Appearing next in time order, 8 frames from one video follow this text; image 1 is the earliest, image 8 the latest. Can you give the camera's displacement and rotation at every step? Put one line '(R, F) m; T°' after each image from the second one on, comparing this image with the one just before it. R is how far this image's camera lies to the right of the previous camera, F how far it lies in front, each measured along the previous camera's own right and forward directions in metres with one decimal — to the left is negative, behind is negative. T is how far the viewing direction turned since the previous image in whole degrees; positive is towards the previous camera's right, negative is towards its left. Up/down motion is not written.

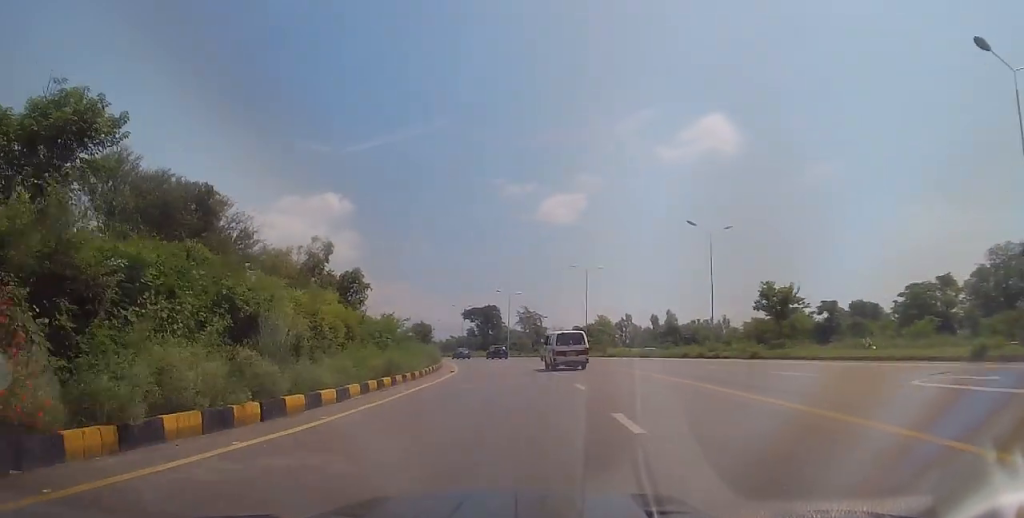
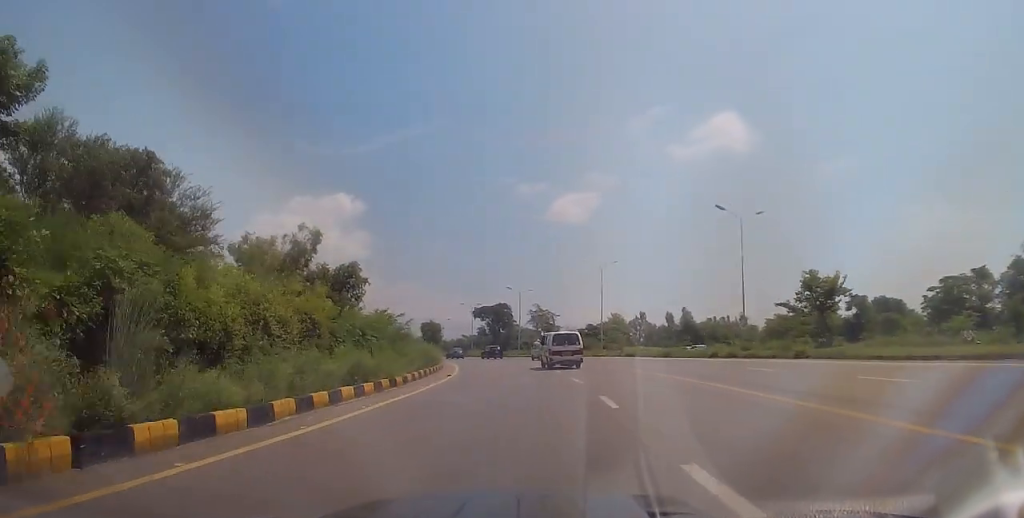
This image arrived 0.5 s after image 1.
(-0.2, +4.7) m; -1°
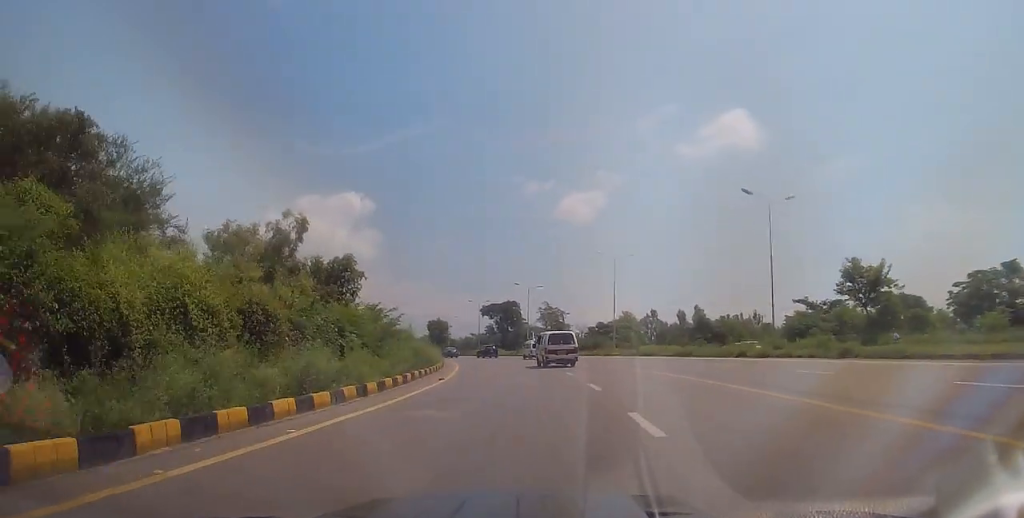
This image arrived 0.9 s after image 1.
(-0.1, +3.8) m; -1°
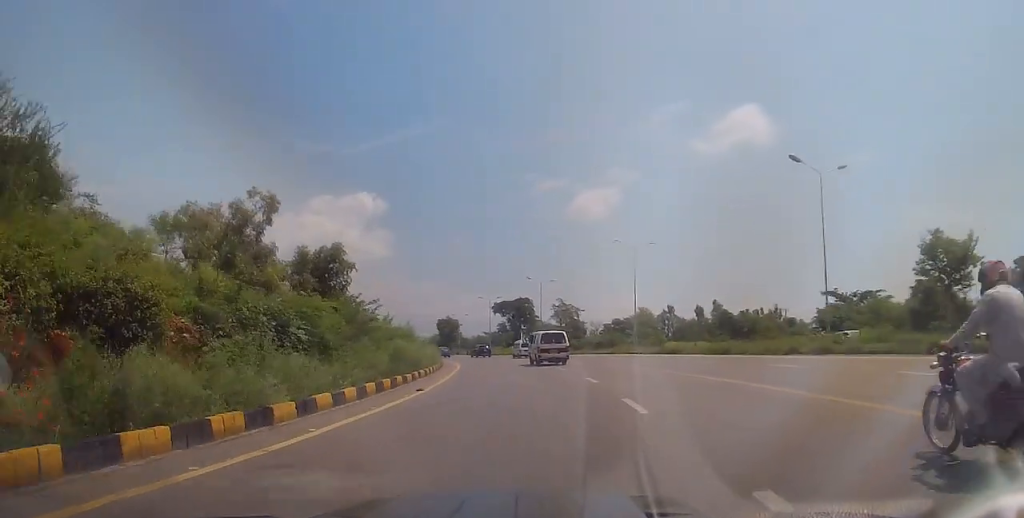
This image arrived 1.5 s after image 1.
(0.0, +5.9) m; -1°
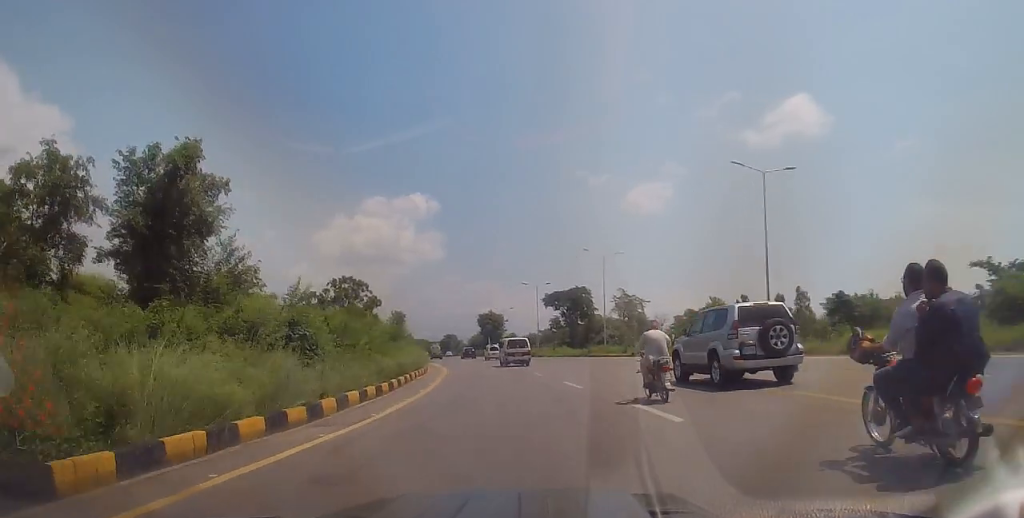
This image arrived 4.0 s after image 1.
(-0.1, +25.4) m; -4°
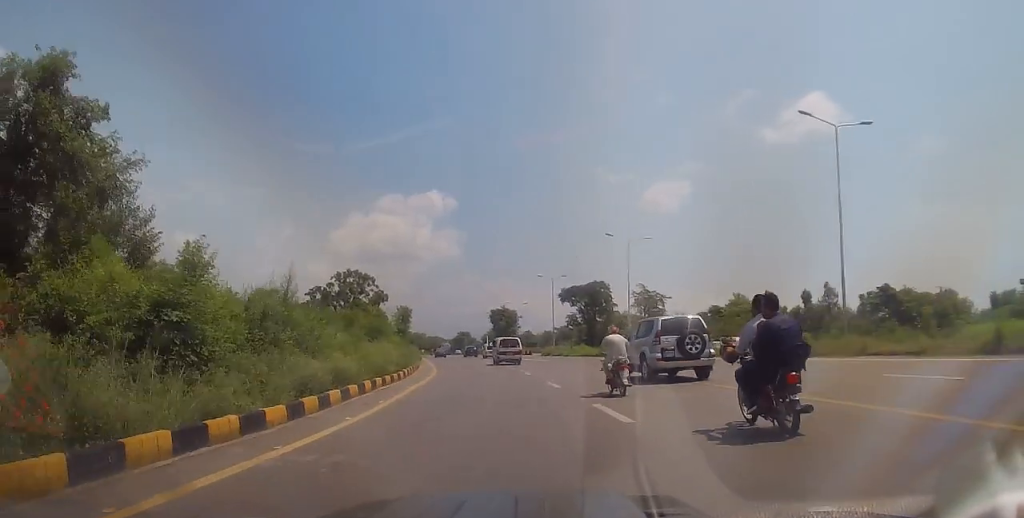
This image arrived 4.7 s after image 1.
(-0.8, +7.8) m; -3°
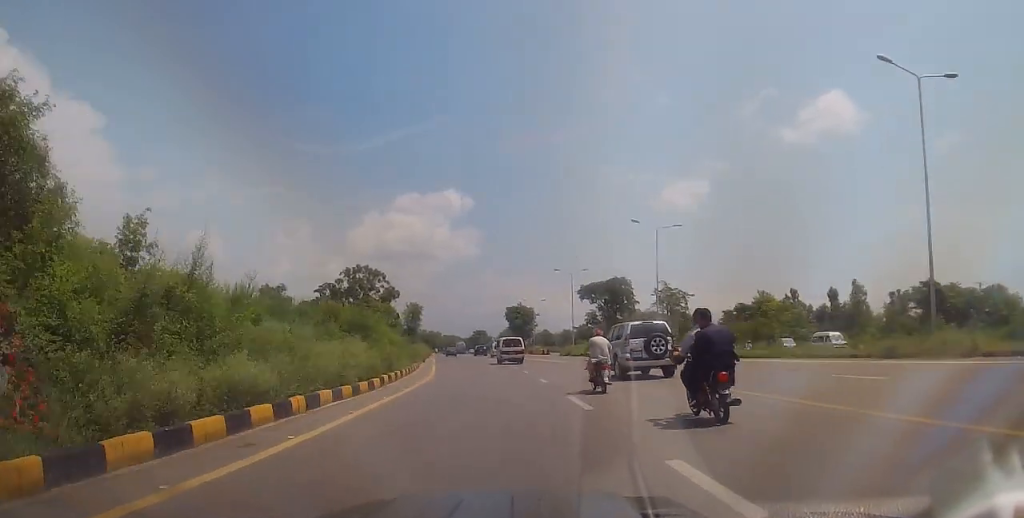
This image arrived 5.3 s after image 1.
(-0.1, +5.9) m; -1°
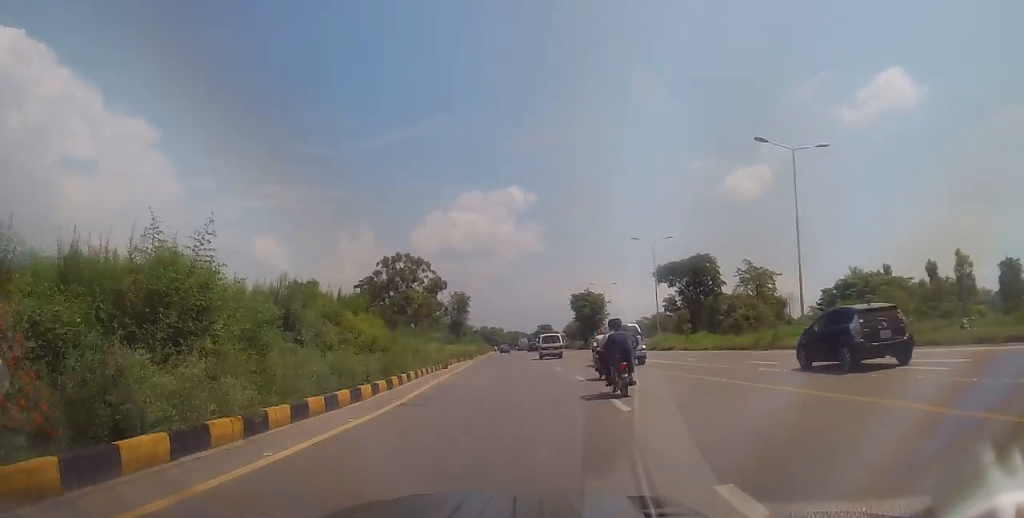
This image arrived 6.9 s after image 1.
(+0.2, +18.3) m; -4°
